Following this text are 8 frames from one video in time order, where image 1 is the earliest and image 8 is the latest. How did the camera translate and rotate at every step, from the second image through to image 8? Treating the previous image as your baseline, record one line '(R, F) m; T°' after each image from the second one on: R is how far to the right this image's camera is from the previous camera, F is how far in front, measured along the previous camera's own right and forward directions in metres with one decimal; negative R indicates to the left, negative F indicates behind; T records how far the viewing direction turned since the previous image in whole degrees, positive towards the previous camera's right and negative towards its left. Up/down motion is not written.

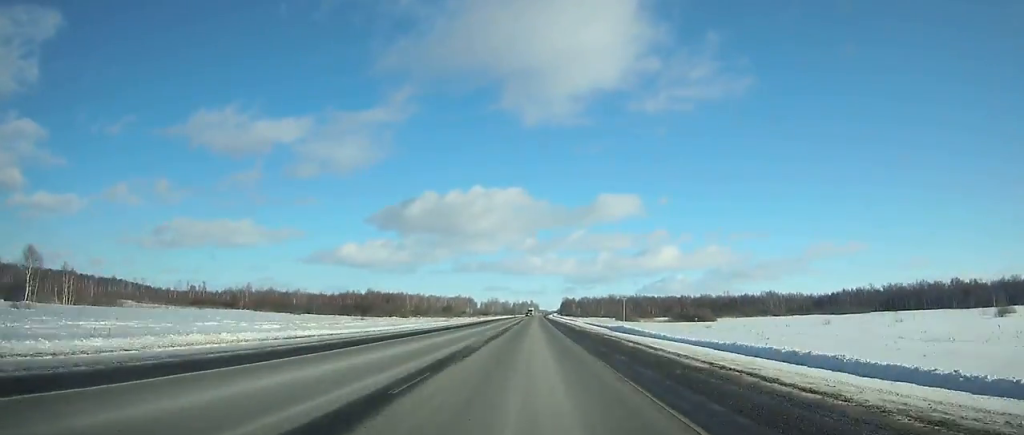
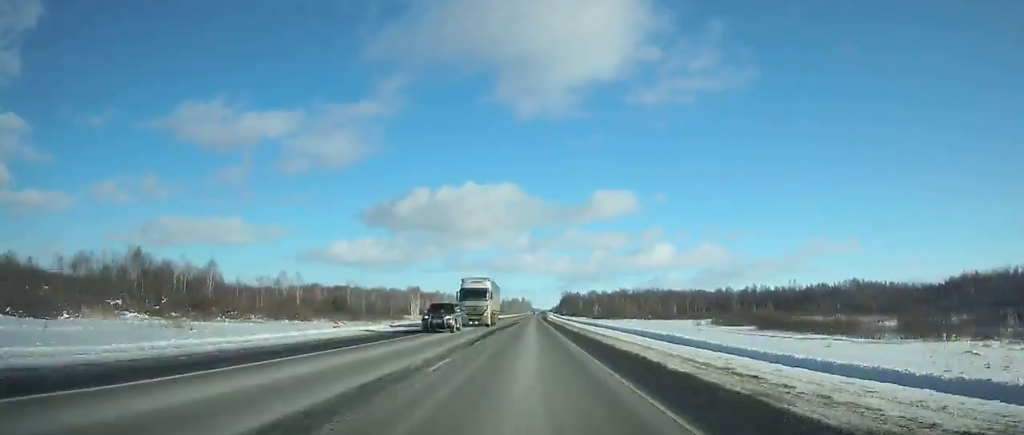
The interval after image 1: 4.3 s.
(+1.2, +142.3) m; +1°
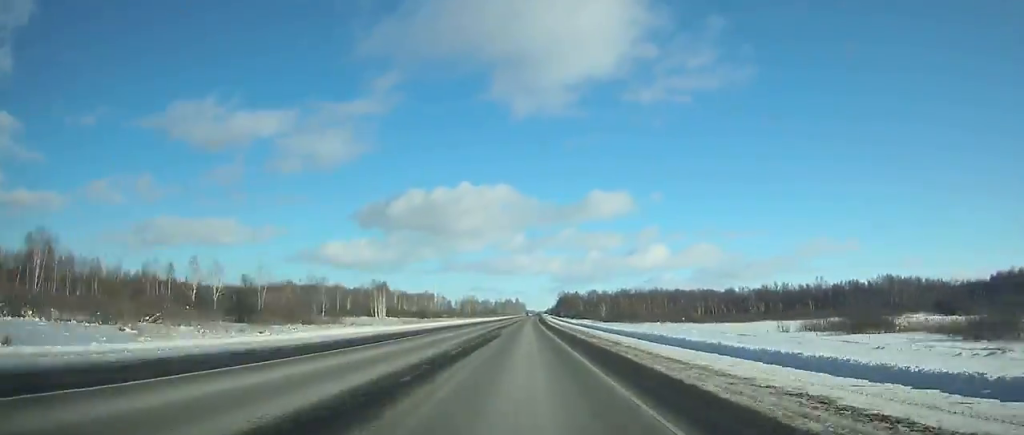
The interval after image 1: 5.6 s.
(0.0, +42.4) m; 0°
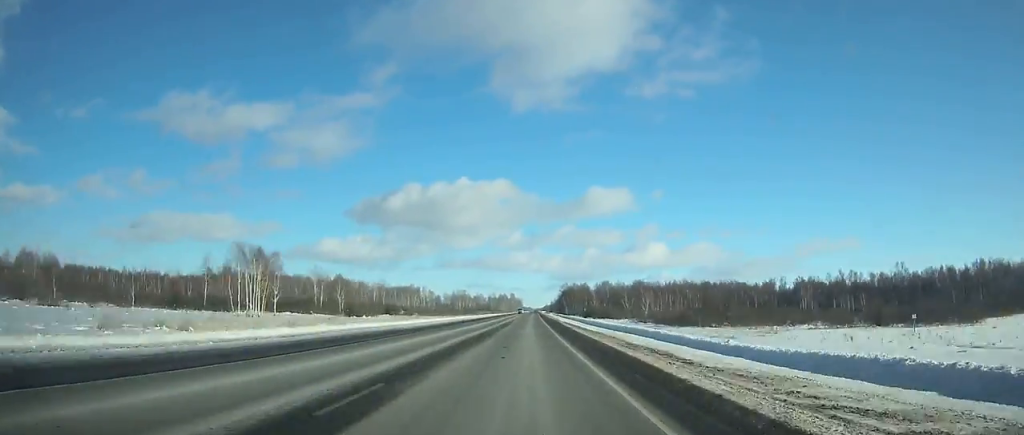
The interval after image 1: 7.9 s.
(+0.3, +73.8) m; 0°
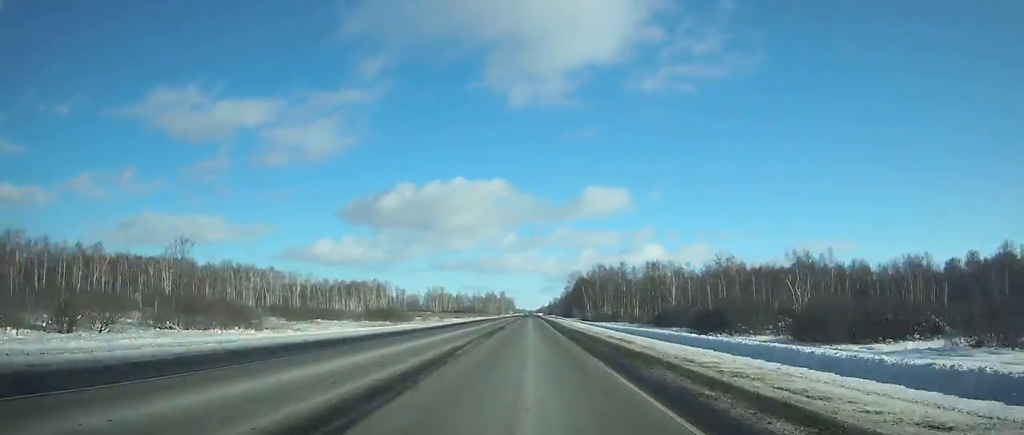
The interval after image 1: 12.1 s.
(+0.9, +134.9) m; +1°
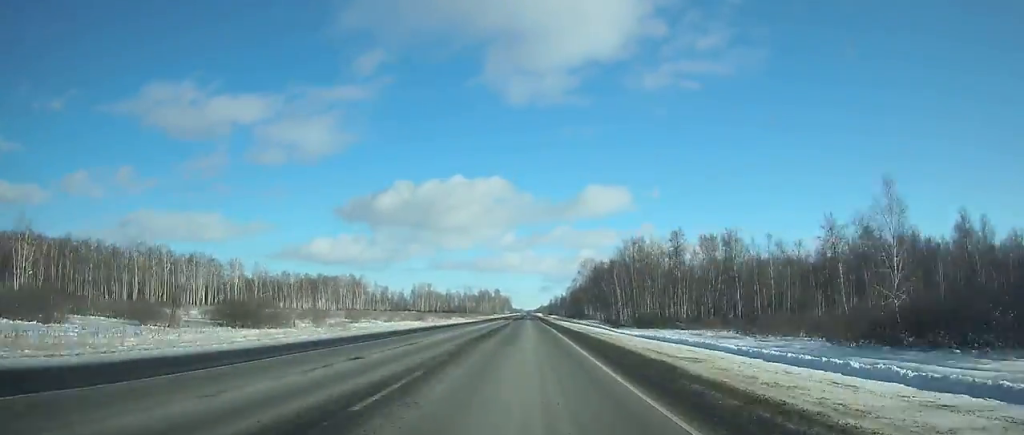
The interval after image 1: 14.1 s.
(+0.1, +68.0) m; 0°
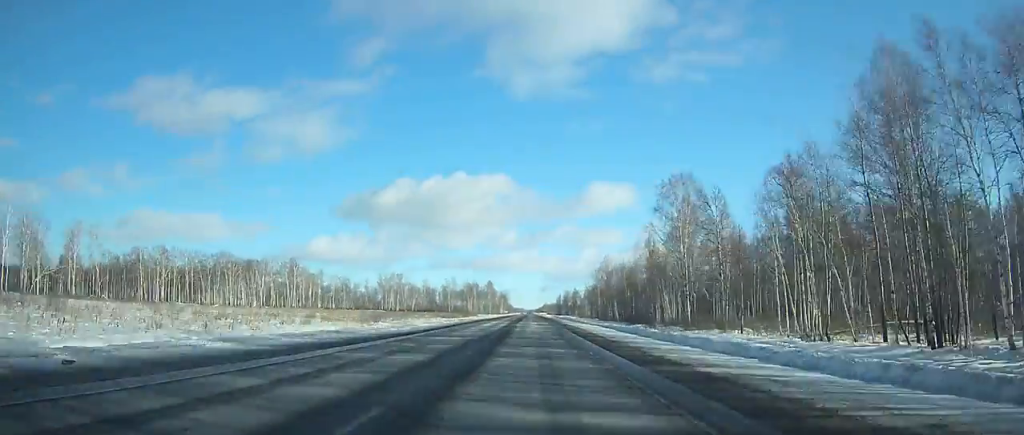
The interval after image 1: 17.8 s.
(0.0, +125.4) m; 0°
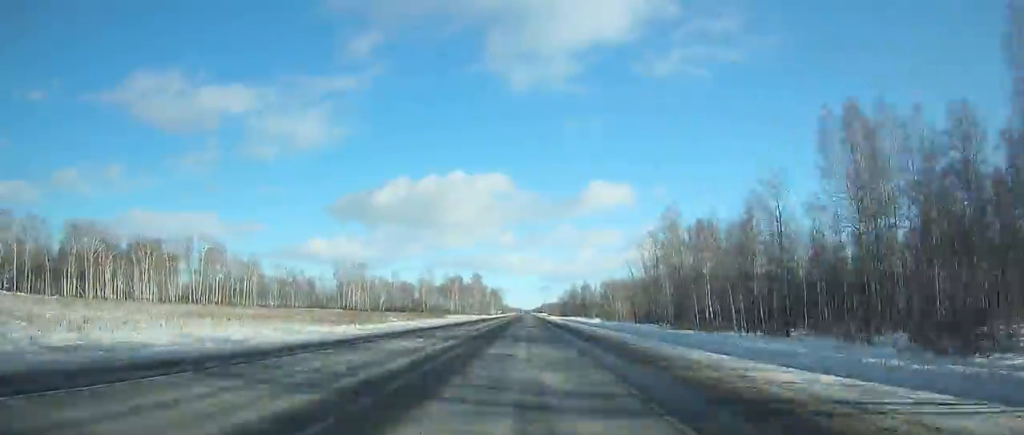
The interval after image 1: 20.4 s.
(+0.3, +85.5) m; 0°
